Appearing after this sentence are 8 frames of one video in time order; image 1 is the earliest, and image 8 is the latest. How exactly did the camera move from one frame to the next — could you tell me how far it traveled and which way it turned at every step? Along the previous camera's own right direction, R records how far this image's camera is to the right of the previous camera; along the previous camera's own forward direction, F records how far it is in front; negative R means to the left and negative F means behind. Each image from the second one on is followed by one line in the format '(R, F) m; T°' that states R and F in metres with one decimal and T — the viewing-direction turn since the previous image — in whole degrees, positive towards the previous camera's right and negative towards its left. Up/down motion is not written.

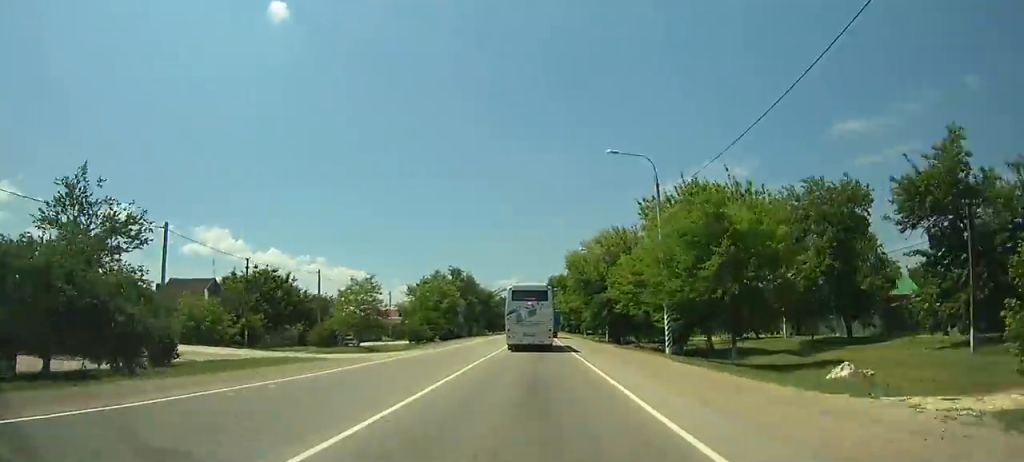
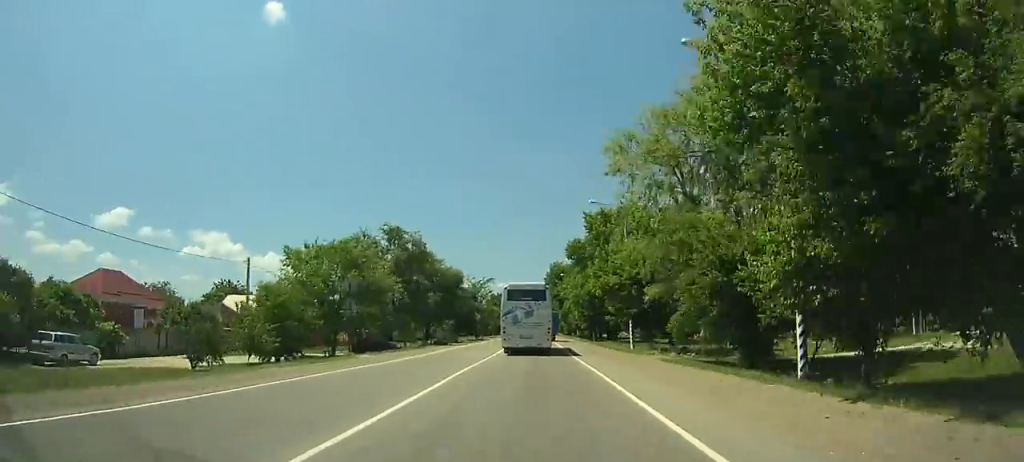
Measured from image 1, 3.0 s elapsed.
(0.0, +41.3) m; 0°
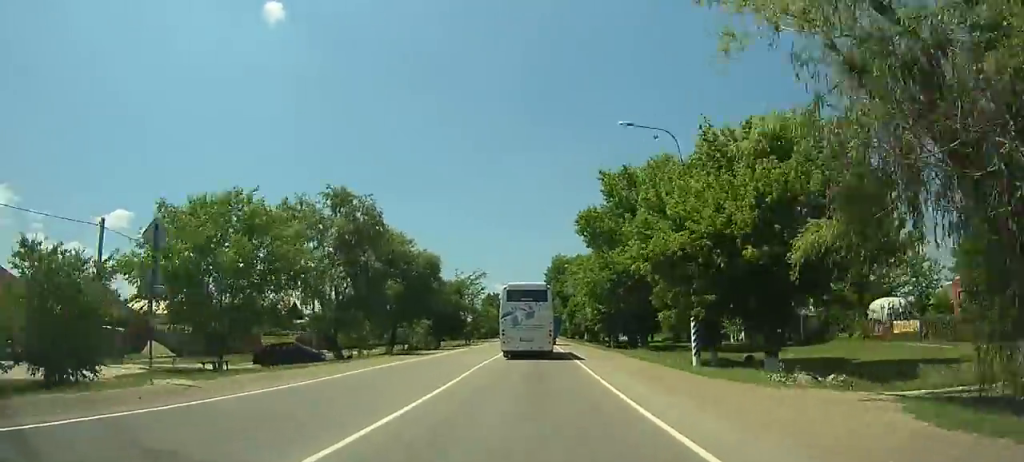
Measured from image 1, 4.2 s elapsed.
(0.0, +16.5) m; 0°
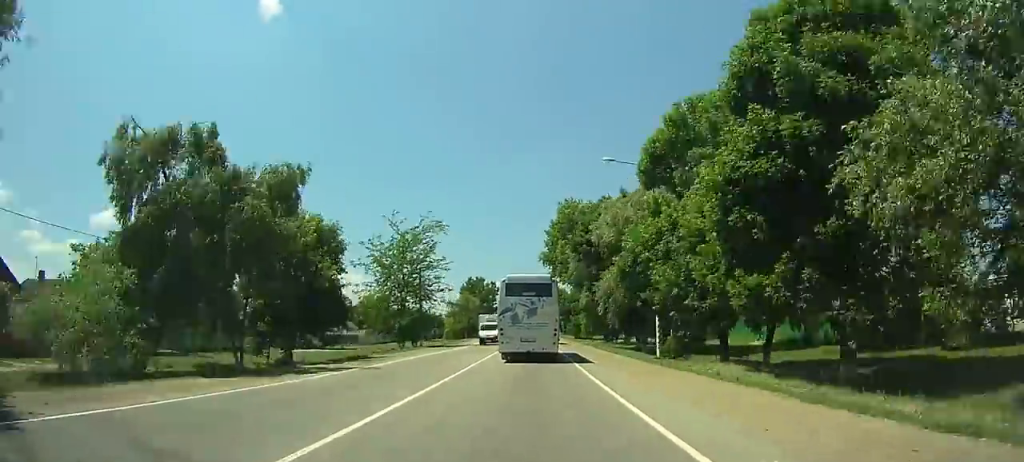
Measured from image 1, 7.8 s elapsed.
(0.0, +49.2) m; 0°
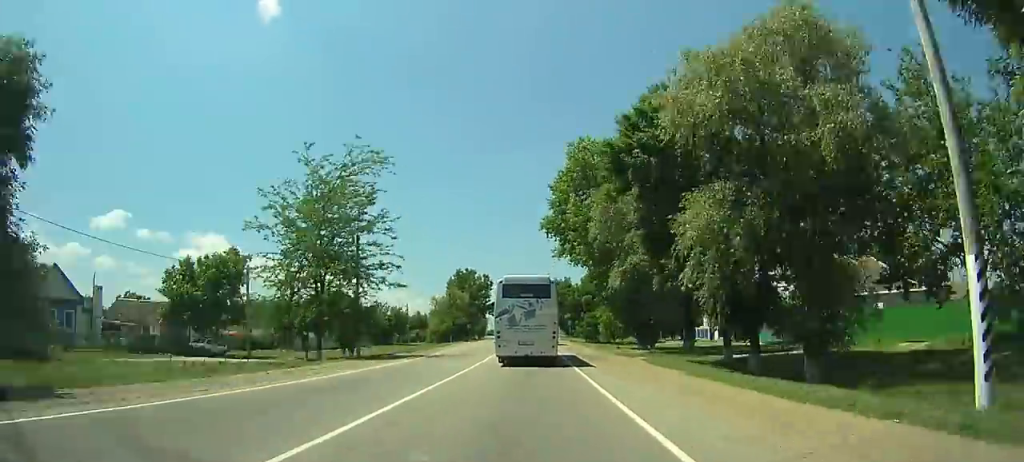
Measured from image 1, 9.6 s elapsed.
(0.0, +24.6) m; 0°
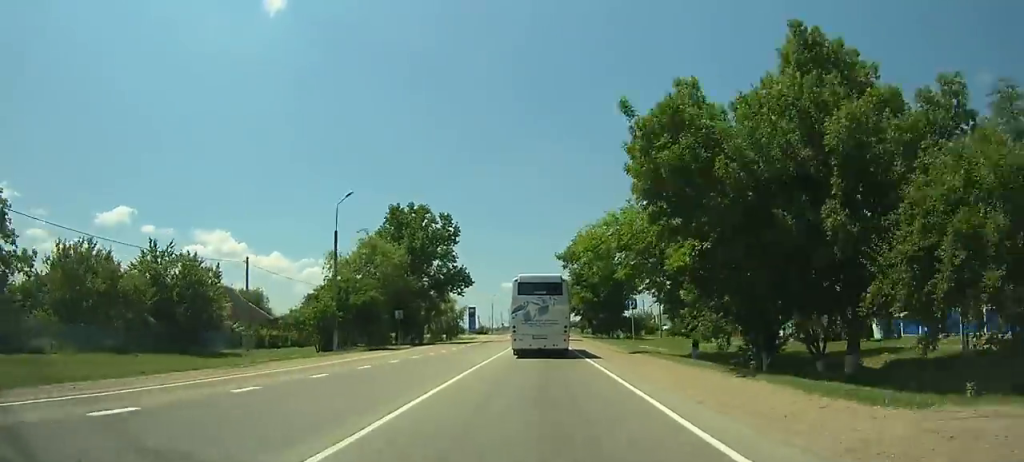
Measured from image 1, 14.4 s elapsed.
(+0.7, +65.7) m; +1°
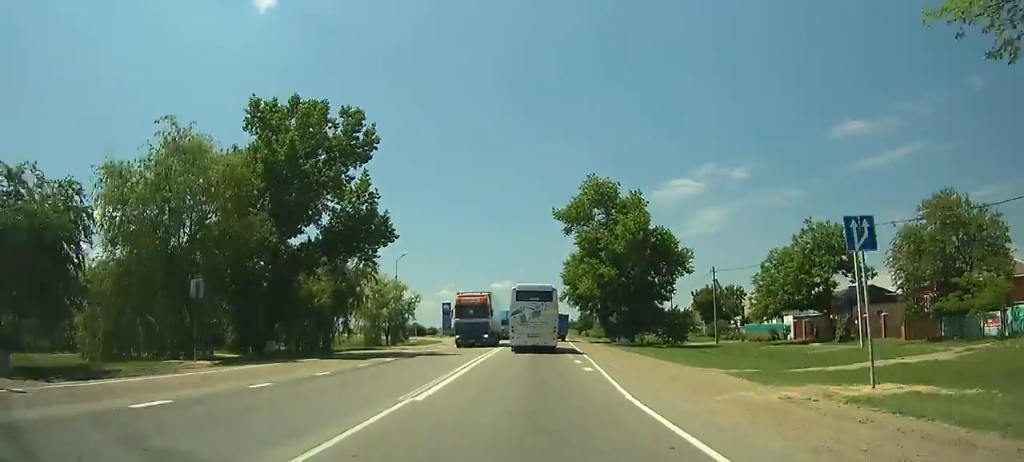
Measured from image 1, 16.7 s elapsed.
(0.0, +32.2) m; 0°
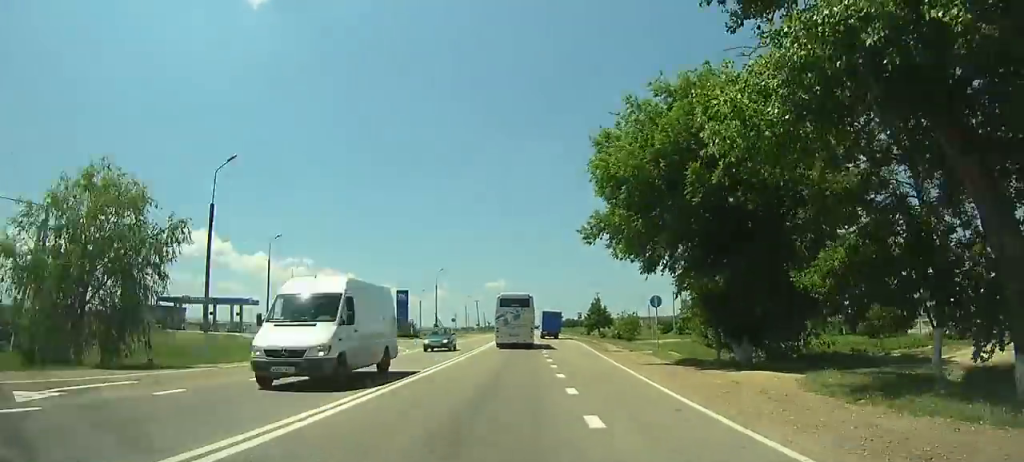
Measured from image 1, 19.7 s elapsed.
(0.0, +43.5) m; 0°
